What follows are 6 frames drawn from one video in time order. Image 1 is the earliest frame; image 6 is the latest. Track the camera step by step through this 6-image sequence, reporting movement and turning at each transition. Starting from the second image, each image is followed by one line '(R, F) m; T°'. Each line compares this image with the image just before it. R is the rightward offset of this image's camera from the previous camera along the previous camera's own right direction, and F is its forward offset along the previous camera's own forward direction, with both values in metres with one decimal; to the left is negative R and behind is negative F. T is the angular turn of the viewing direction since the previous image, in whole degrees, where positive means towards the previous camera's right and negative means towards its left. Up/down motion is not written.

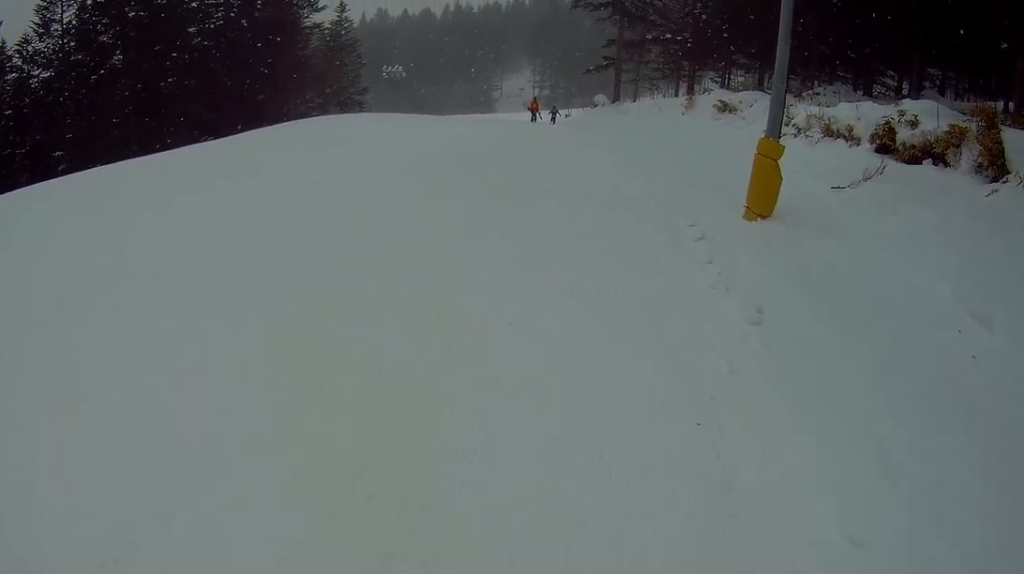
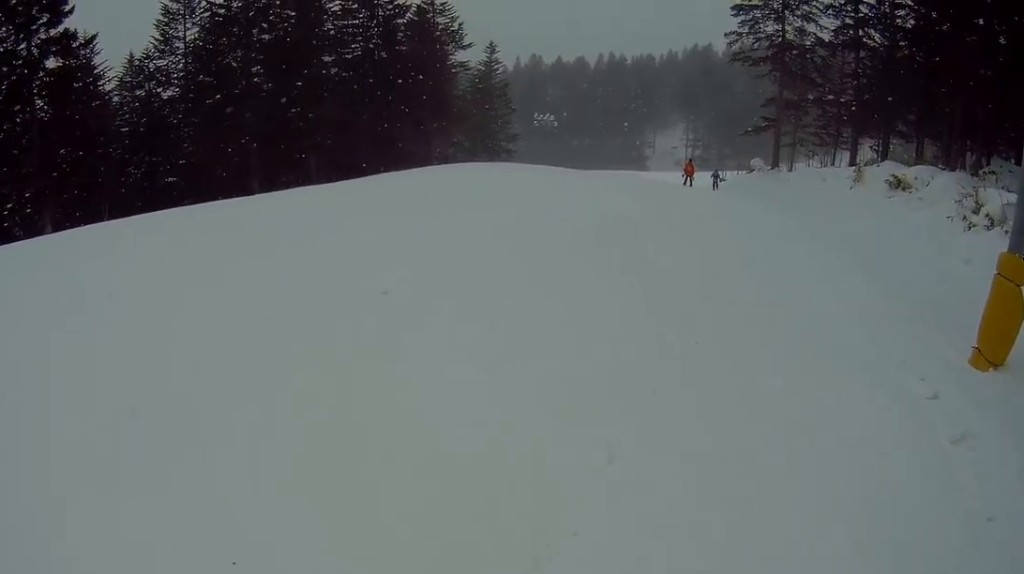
(-1.2, +3.7) m; -9°
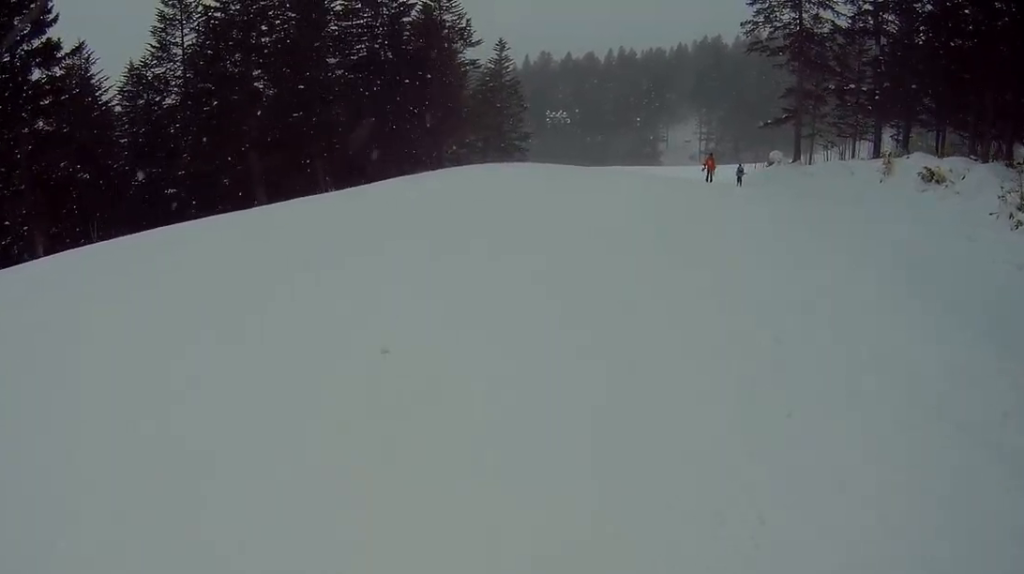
(+0.2, +1.9) m; +10°
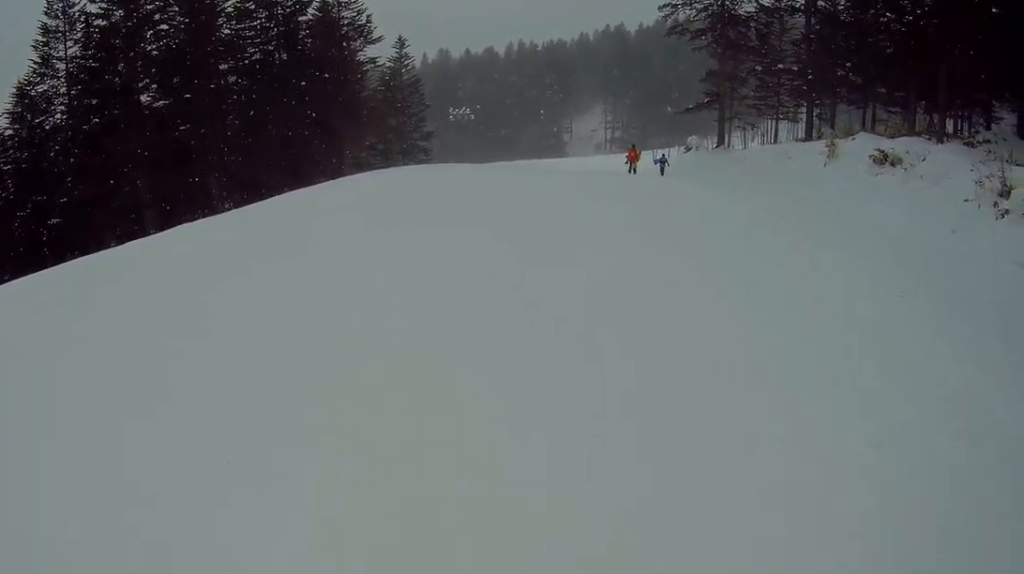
(+0.4, +3.2) m; +16°
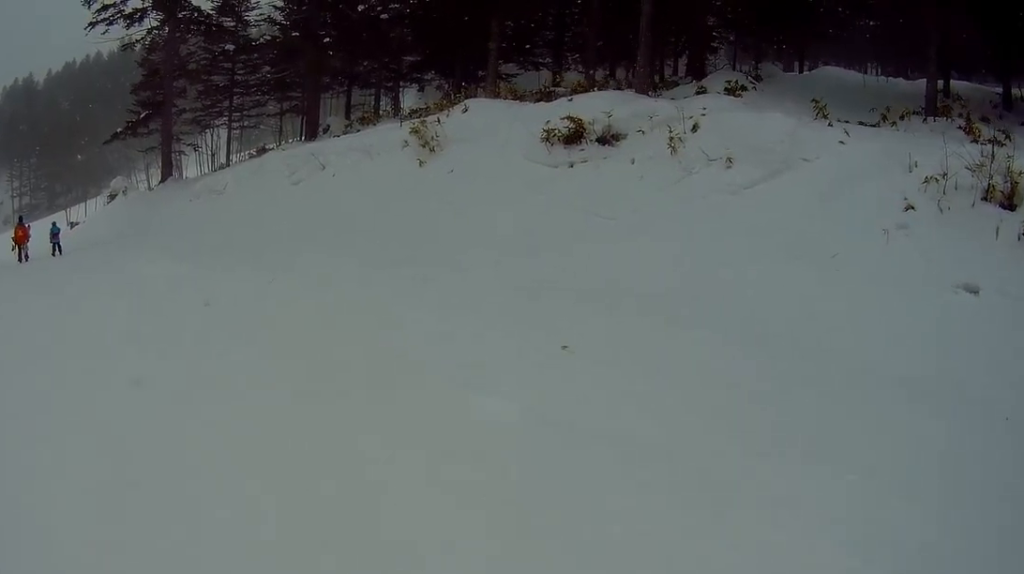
(+5.0, +14.2) m; +34°
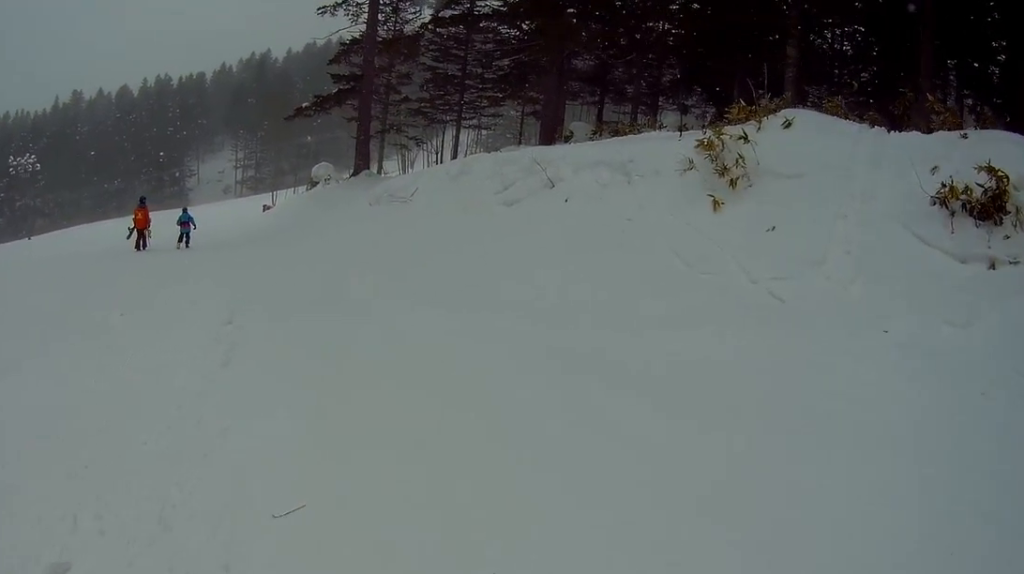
(-0.7, +6.0) m; -18°
